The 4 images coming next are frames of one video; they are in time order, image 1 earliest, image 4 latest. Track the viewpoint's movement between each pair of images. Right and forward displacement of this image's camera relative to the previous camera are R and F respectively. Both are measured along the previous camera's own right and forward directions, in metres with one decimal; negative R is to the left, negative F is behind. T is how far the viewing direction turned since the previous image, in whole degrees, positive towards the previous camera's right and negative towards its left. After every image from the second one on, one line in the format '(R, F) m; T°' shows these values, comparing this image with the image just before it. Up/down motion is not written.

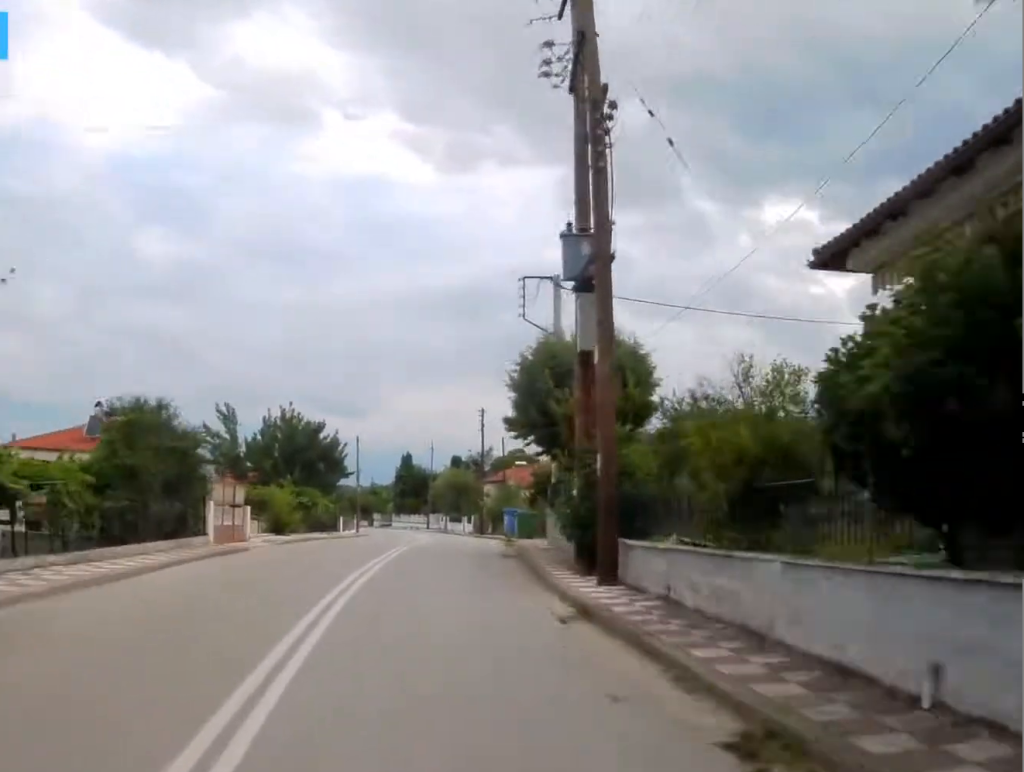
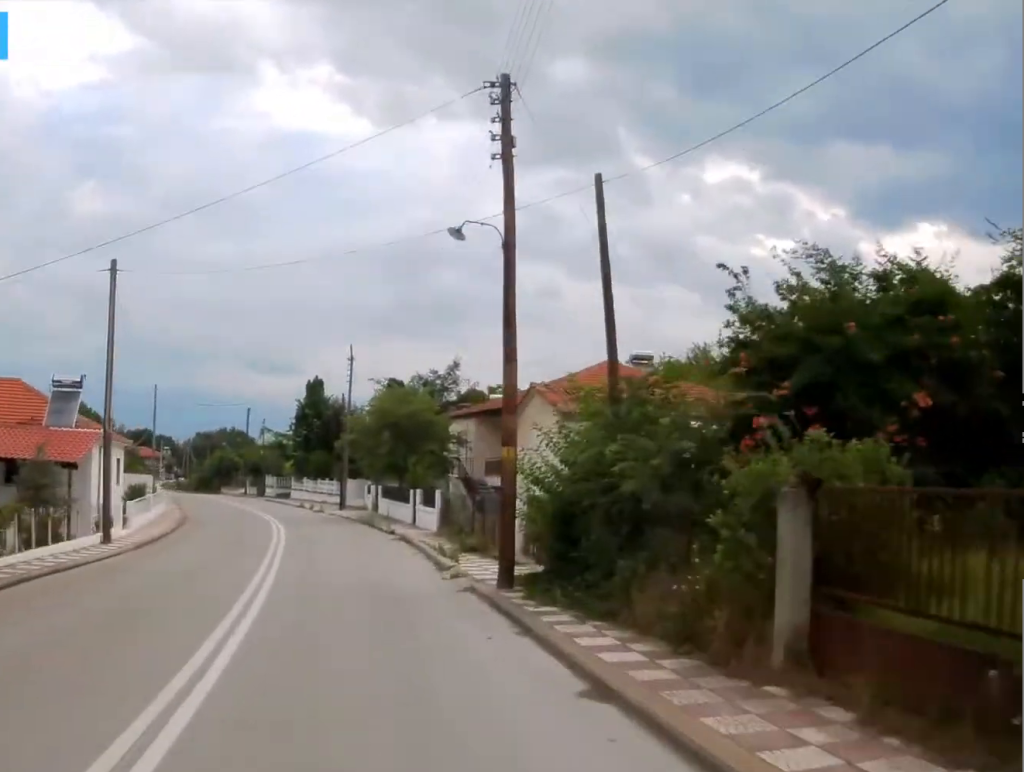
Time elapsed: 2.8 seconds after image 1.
(+2.5, +44.9) m; +4°
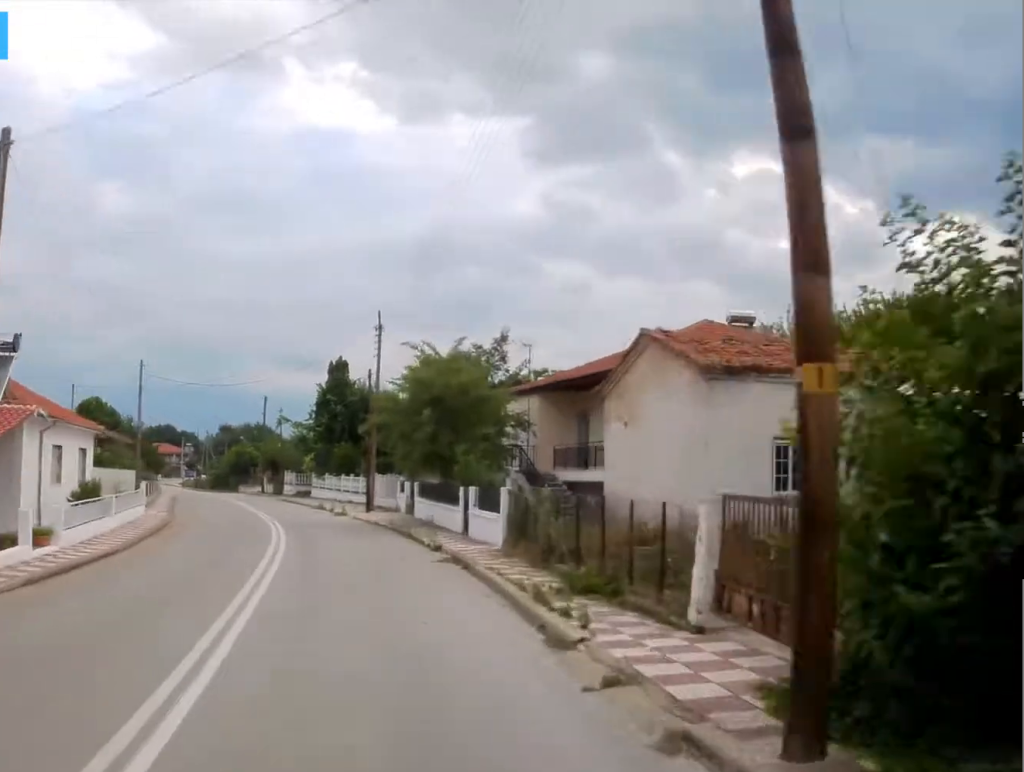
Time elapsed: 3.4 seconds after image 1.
(0.0, +8.9) m; -2°
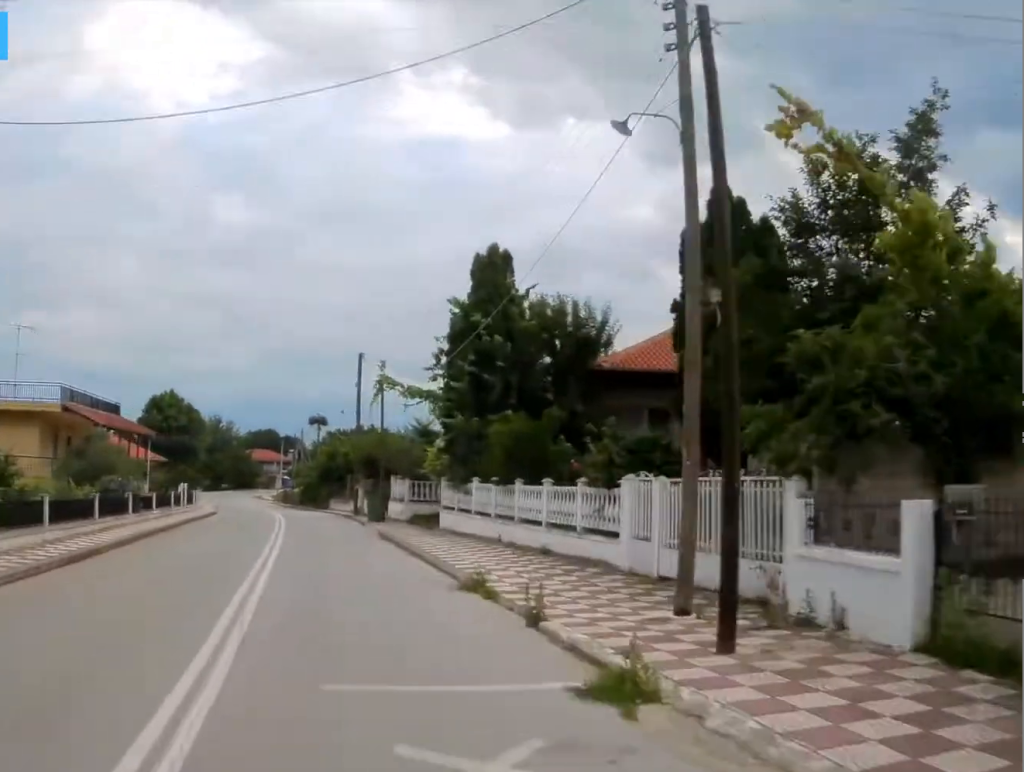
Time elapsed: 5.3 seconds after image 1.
(-1.5, +29.6) m; -5°
